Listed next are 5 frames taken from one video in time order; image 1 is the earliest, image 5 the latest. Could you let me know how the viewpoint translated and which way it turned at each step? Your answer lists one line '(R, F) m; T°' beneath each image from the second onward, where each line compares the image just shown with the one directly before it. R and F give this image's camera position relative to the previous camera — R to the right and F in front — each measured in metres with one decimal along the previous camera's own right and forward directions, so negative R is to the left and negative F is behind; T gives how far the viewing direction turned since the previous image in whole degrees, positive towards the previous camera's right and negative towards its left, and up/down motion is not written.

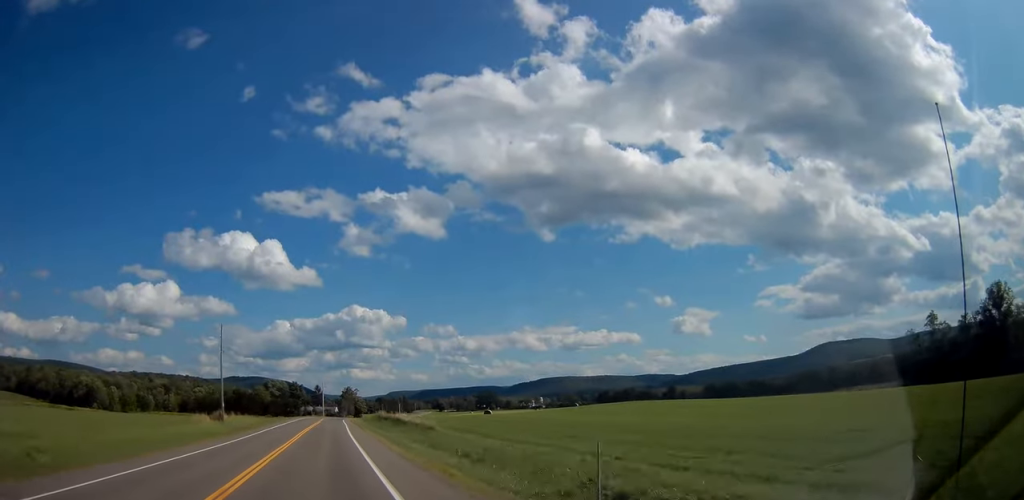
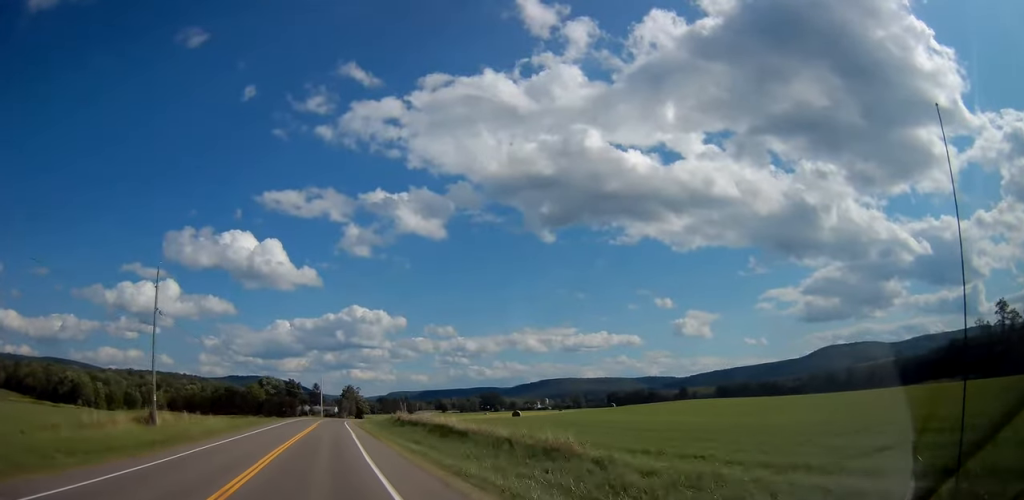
(+0.1, +20.9) m; 0°
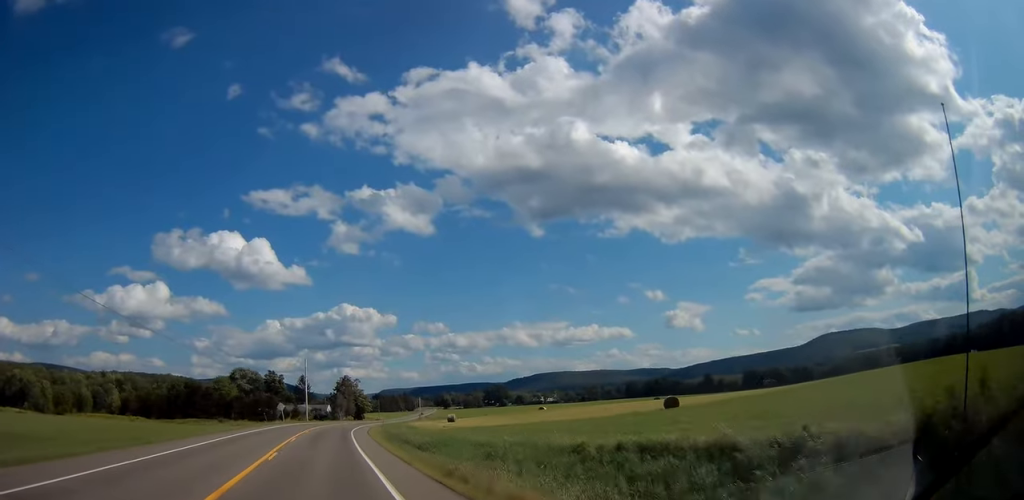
(-0.6, +55.6) m; 0°
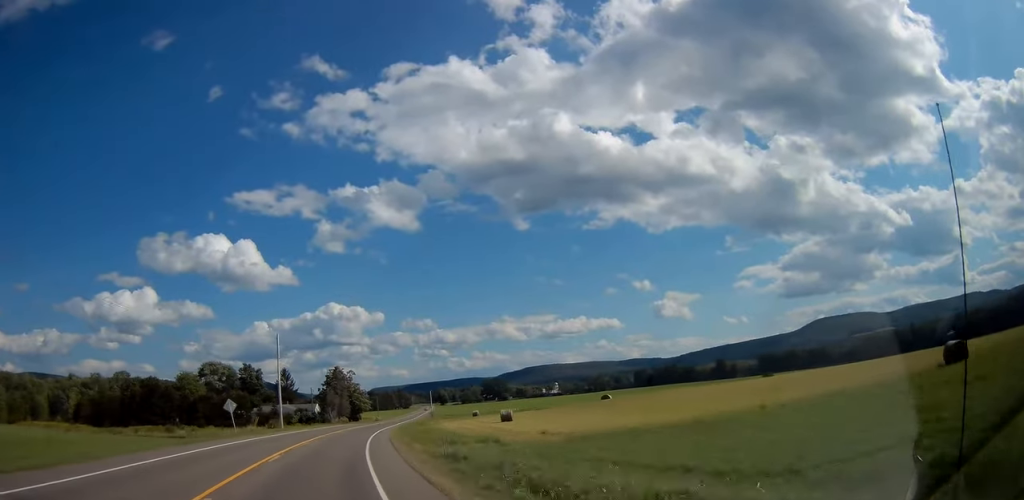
(+0.1, +36.3) m; +1°
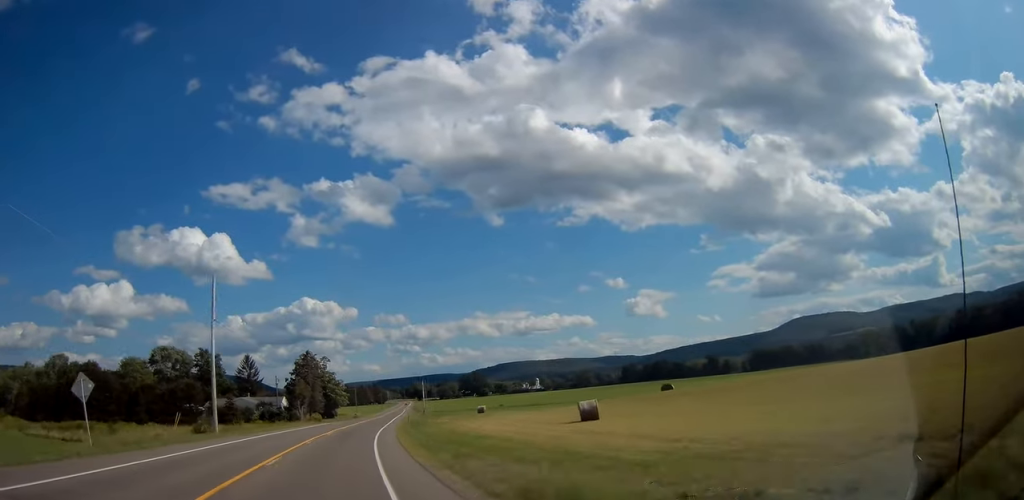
(+0.3, +26.5) m; +1°
